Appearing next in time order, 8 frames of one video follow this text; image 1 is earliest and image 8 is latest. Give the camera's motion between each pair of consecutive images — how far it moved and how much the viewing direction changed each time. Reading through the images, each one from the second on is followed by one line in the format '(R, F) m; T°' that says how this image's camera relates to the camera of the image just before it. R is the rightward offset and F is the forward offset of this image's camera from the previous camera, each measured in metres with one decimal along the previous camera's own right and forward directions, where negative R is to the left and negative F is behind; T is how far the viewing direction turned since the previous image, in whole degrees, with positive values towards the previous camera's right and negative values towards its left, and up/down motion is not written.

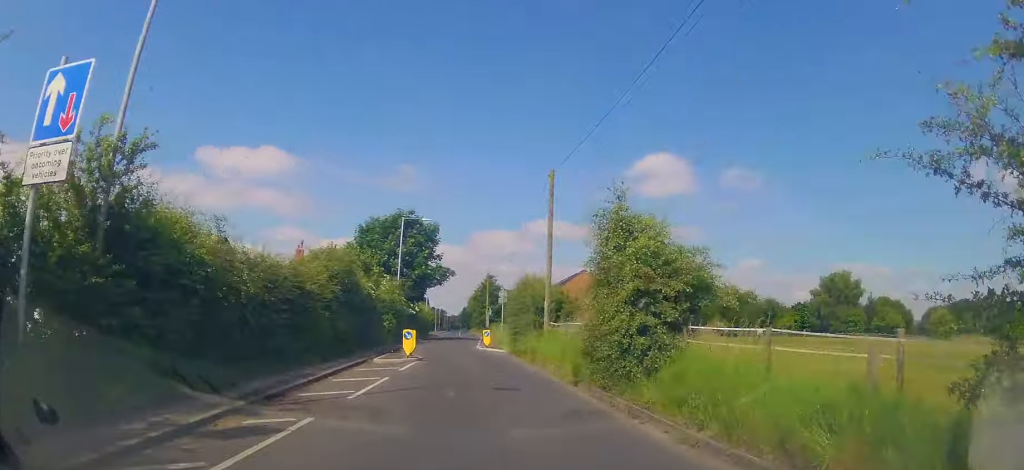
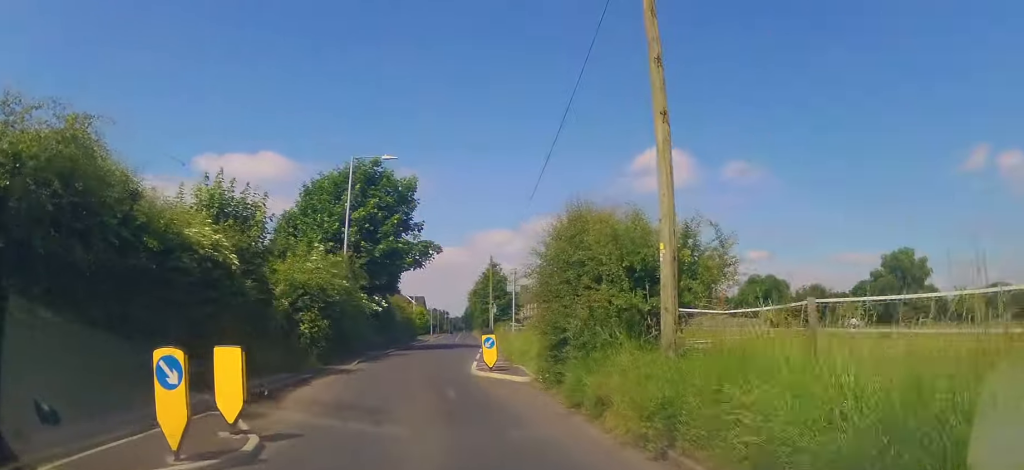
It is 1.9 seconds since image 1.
(-0.3, +15.3) m; 0°
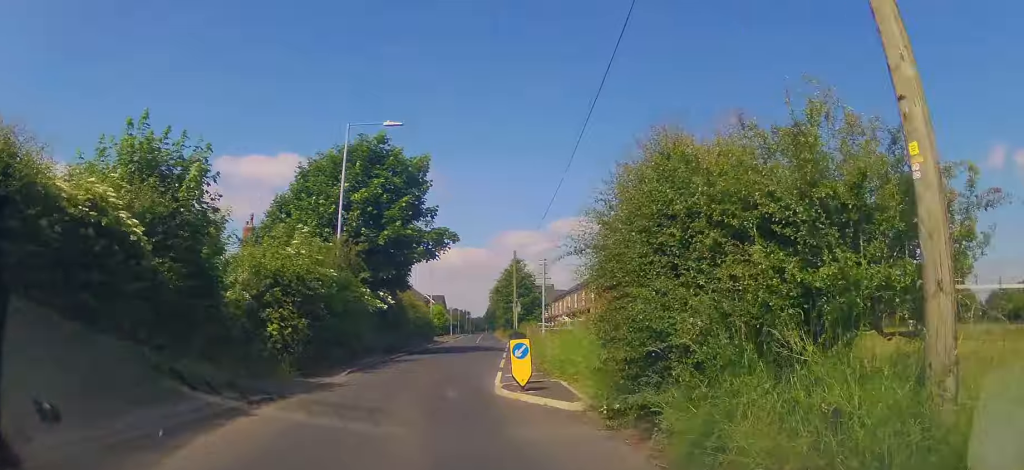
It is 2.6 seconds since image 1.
(+0.5, +4.8) m; -3°
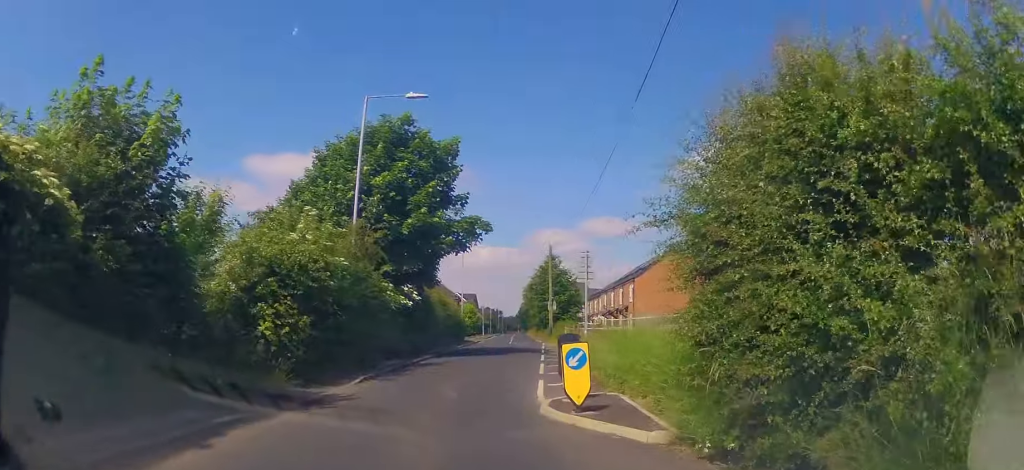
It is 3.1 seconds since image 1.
(-0.5, +2.5) m; -5°
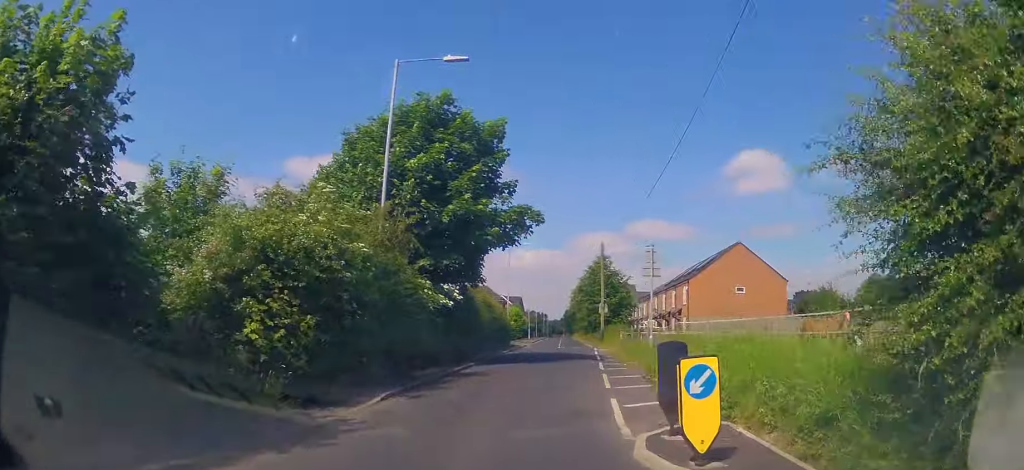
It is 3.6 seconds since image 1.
(-0.3, +3.1) m; -6°
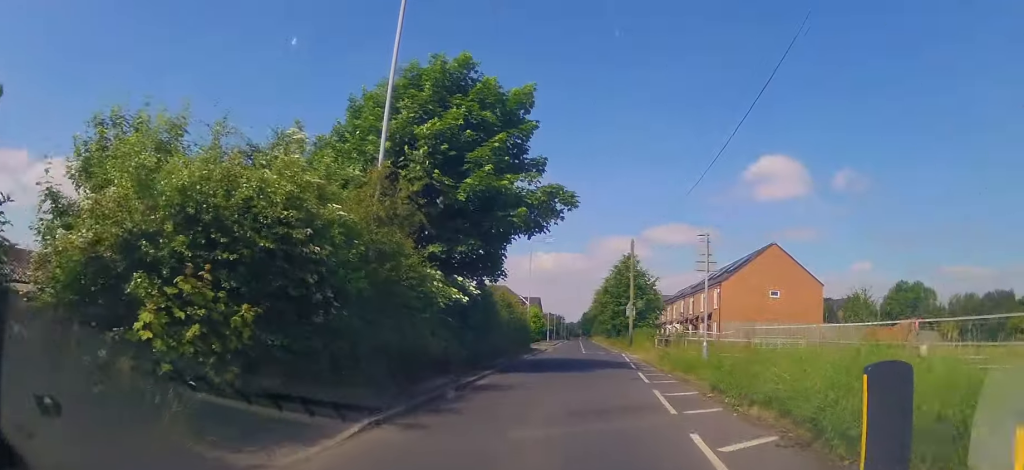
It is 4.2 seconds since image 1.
(0.0, +3.3) m; 0°
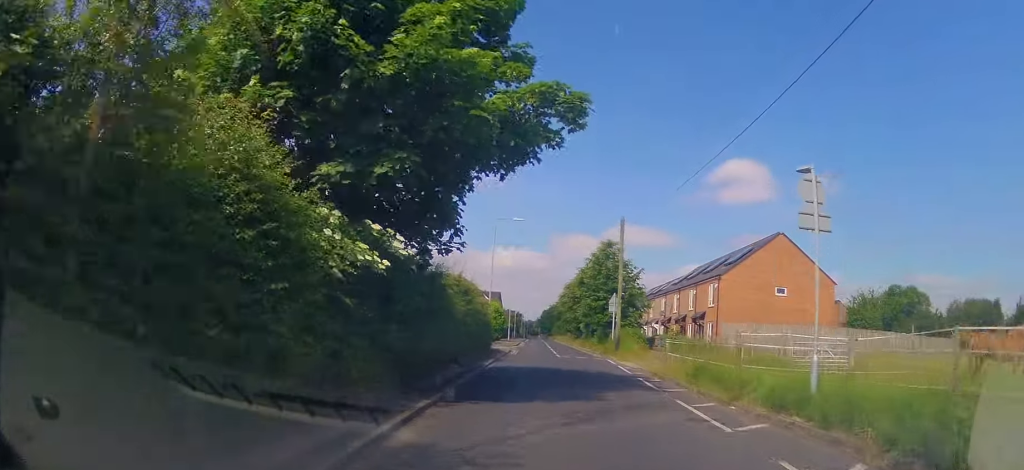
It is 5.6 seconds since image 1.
(+0.1, +7.2) m; +6°
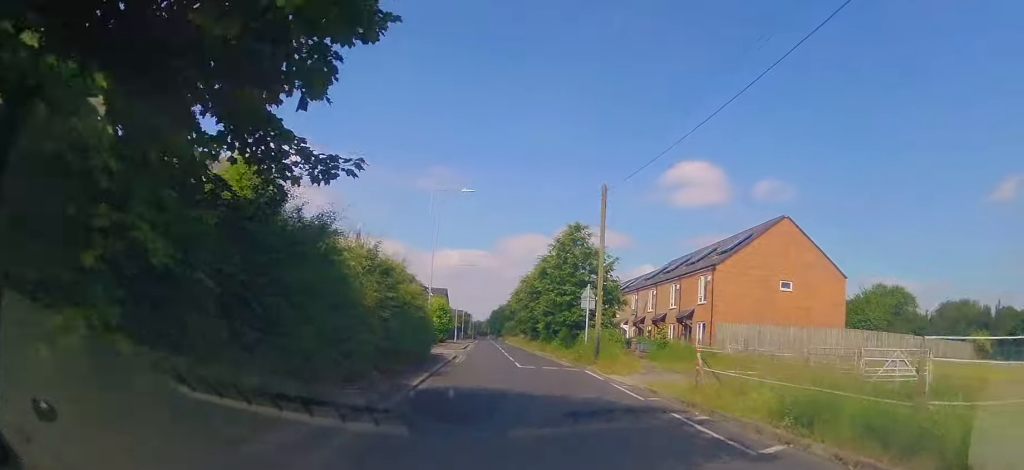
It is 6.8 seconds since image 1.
(+0.6, +7.1) m; +4°
